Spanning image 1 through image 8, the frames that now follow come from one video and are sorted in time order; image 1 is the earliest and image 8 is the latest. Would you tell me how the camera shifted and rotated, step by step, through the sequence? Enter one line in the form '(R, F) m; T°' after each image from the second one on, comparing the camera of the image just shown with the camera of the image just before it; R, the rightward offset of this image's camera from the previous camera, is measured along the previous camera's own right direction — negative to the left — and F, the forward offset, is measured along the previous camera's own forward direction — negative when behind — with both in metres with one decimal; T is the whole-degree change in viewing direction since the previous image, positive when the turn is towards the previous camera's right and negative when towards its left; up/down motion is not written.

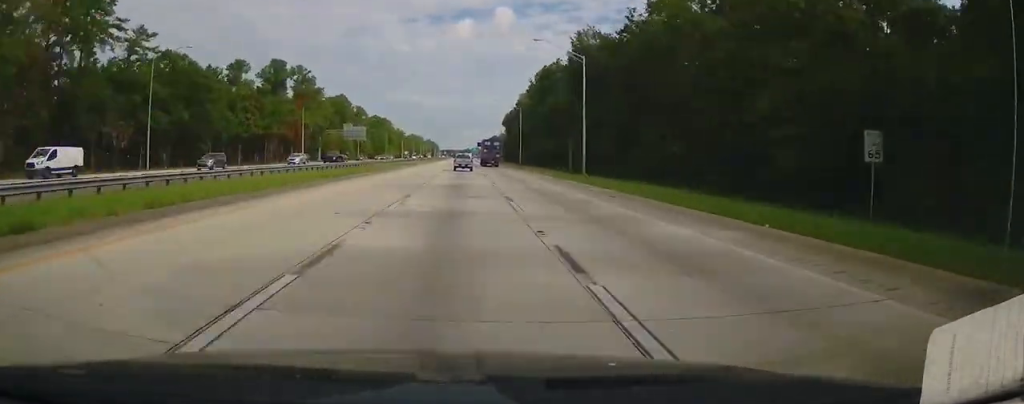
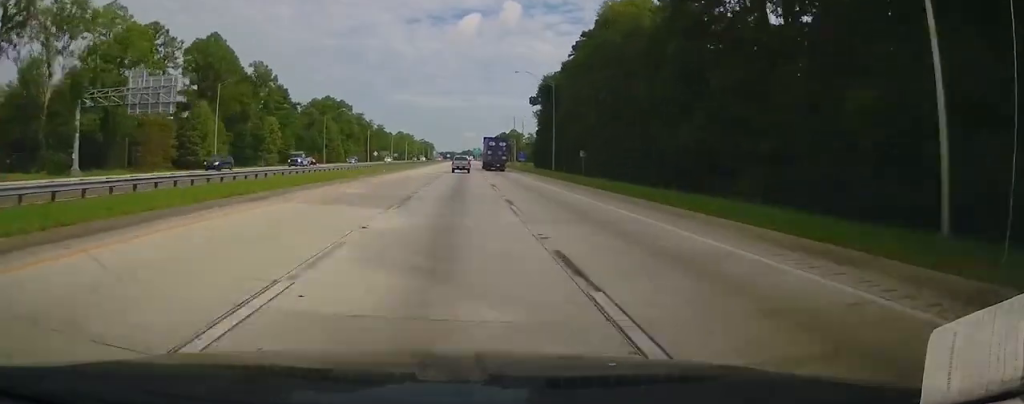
(+0.3, +111.5) m; 0°
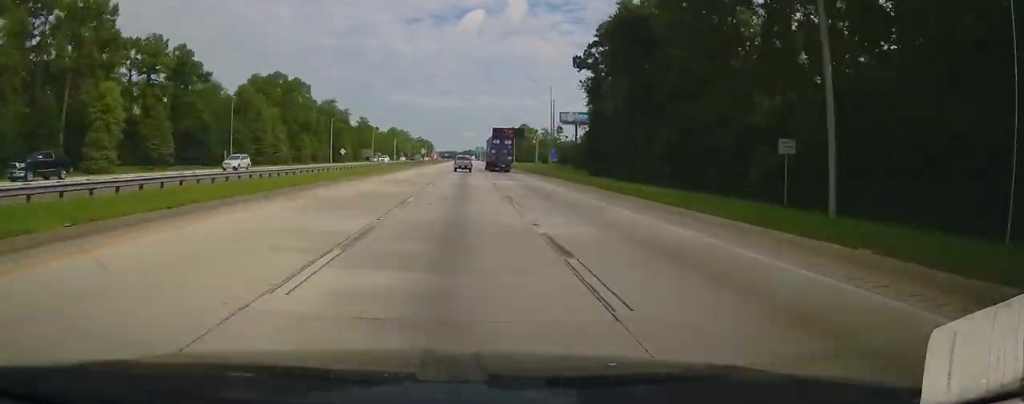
(-0.2, +60.4) m; 0°
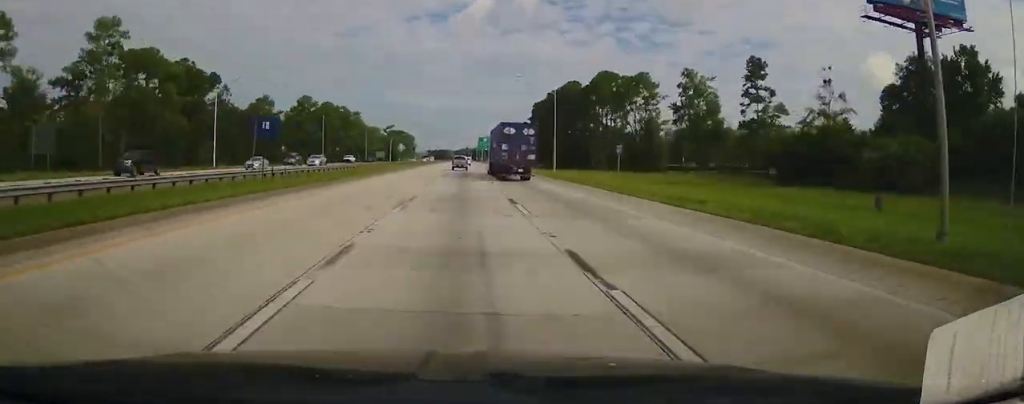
(-0.1, +200.1) m; 0°
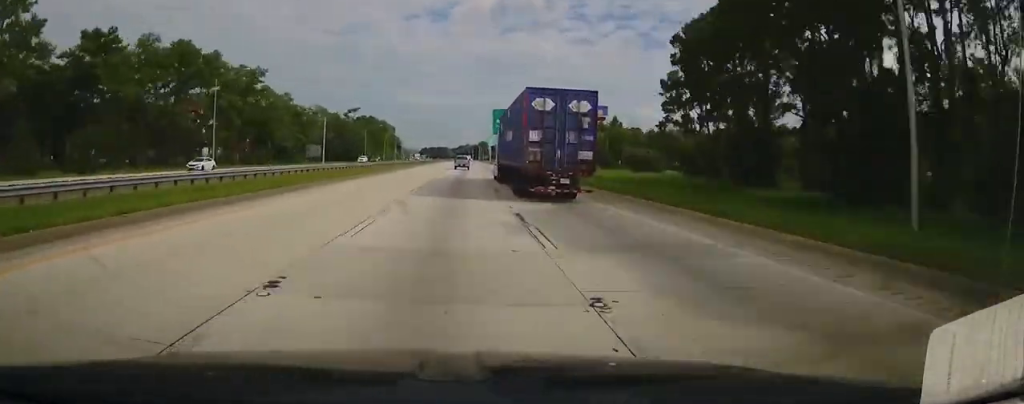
(+0.6, +128.1) m; 0°
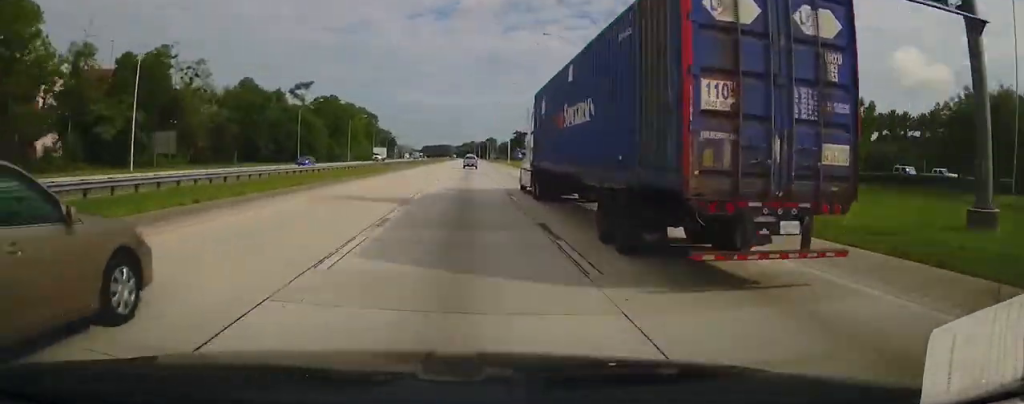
(-0.1, +88.9) m; 0°
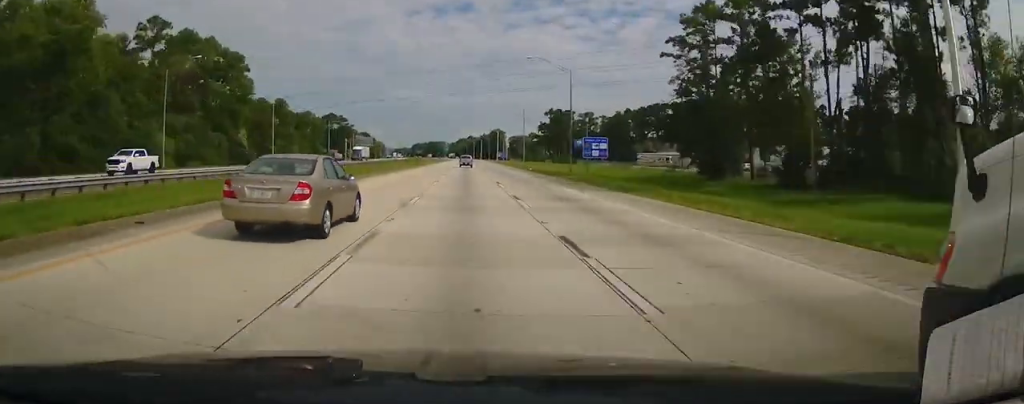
(-1.2, +160.4) m; 0°
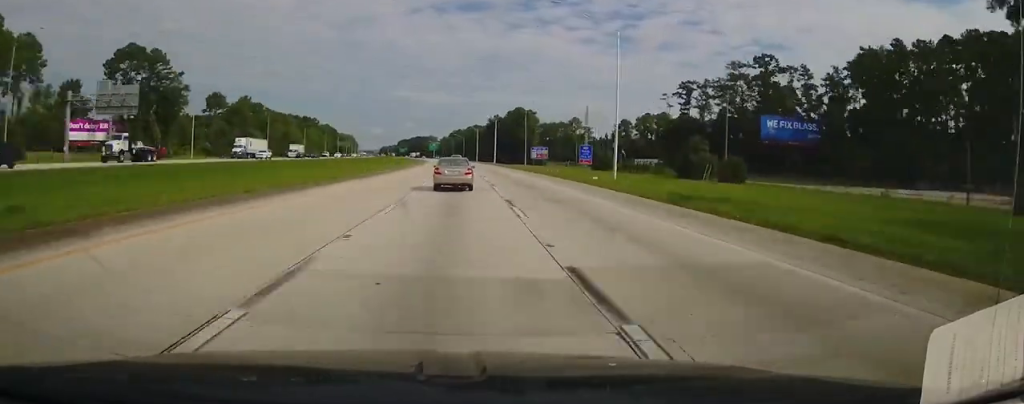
(-1.0, +187.5) m; -2°
